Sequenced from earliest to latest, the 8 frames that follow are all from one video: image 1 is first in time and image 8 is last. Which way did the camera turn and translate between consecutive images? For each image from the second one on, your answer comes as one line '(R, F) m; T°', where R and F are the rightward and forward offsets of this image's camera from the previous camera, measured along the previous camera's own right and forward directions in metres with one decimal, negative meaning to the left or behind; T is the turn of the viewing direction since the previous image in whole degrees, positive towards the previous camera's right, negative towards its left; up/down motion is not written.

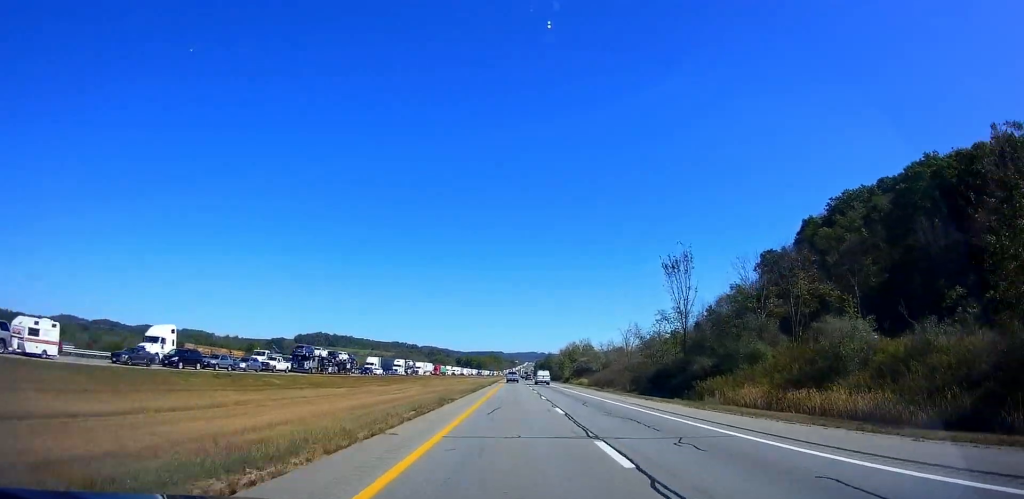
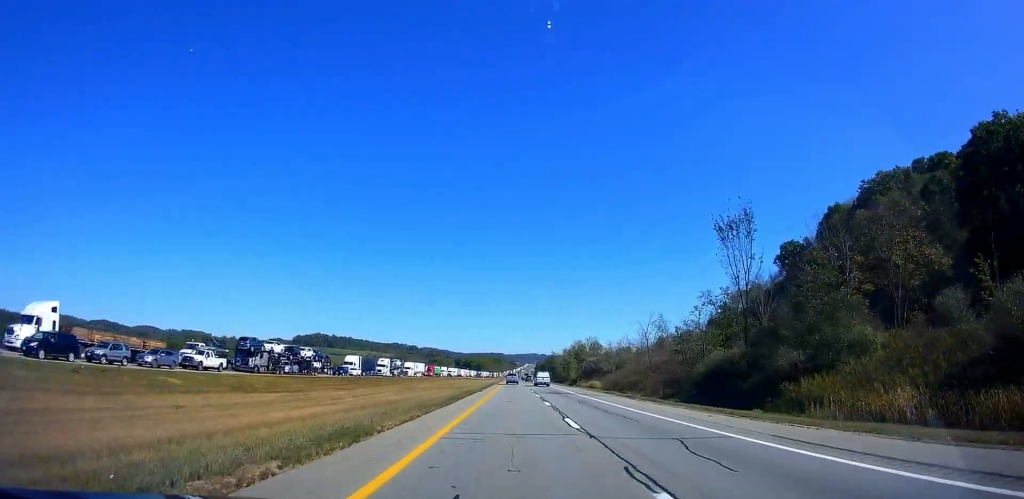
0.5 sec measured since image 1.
(+0.3, +17.2) m; 0°
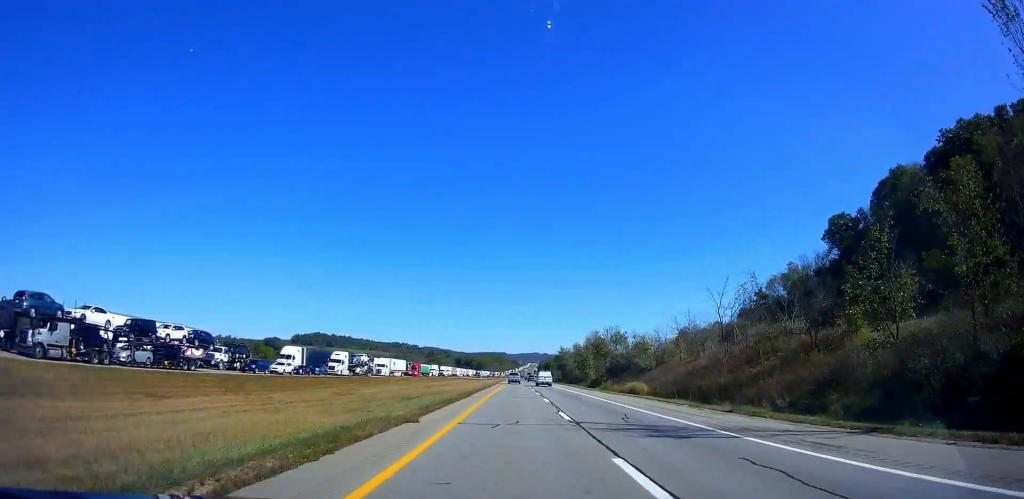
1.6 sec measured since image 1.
(-0.7, +33.4) m; 0°
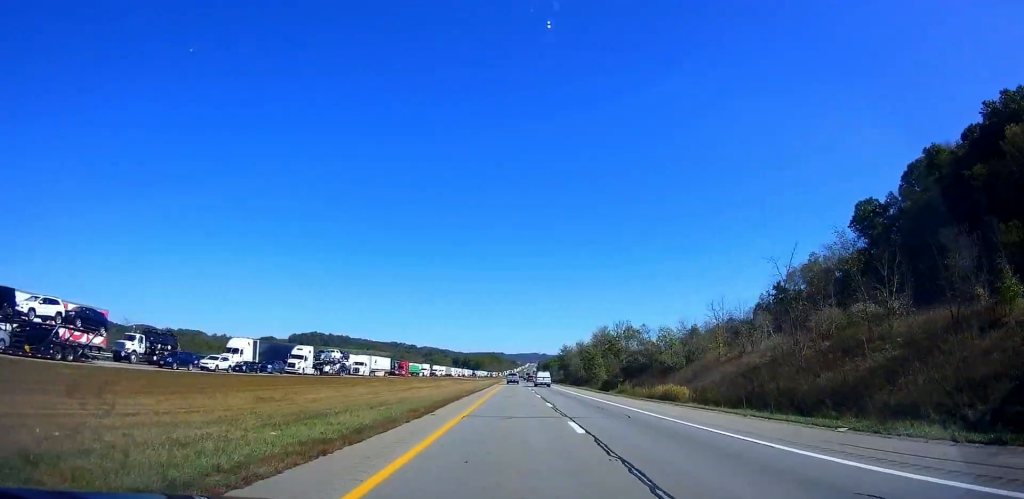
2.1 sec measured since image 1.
(+0.4, +16.1) m; 0°
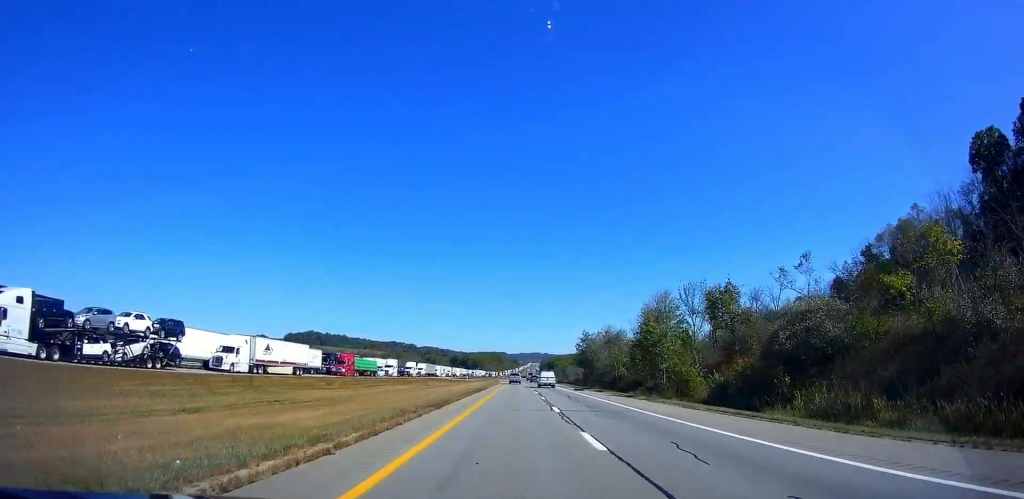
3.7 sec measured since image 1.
(-0.9, +51.5) m; -2°
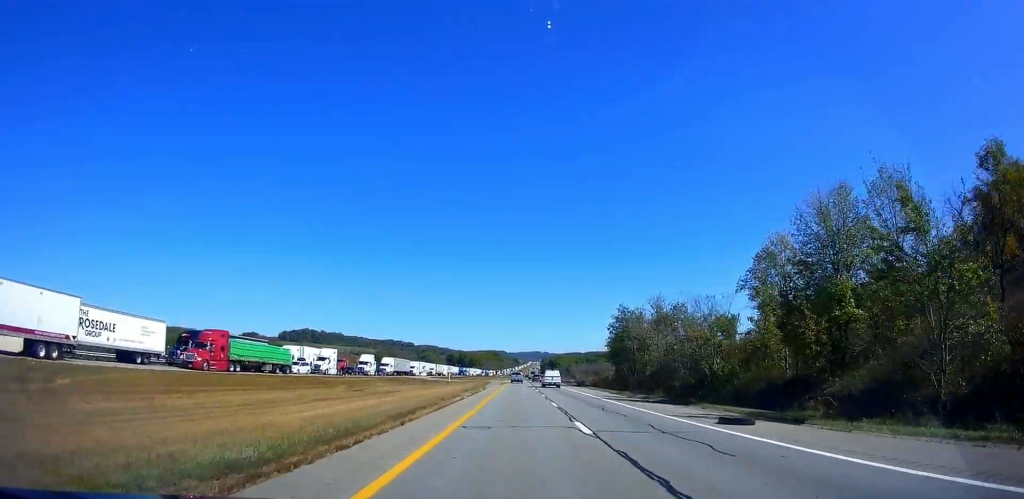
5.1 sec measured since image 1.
(+0.8, +44.2) m; +1°
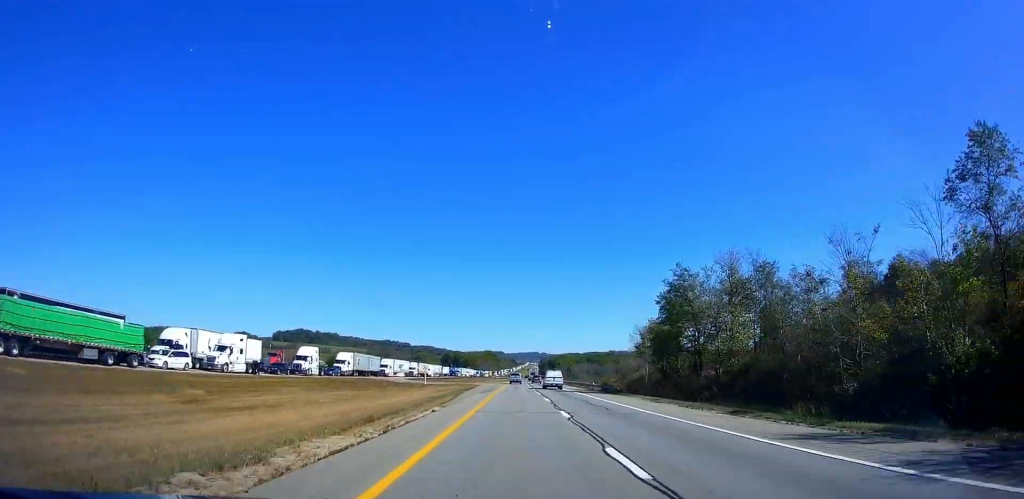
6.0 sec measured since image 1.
(-0.1, +29.2) m; 0°
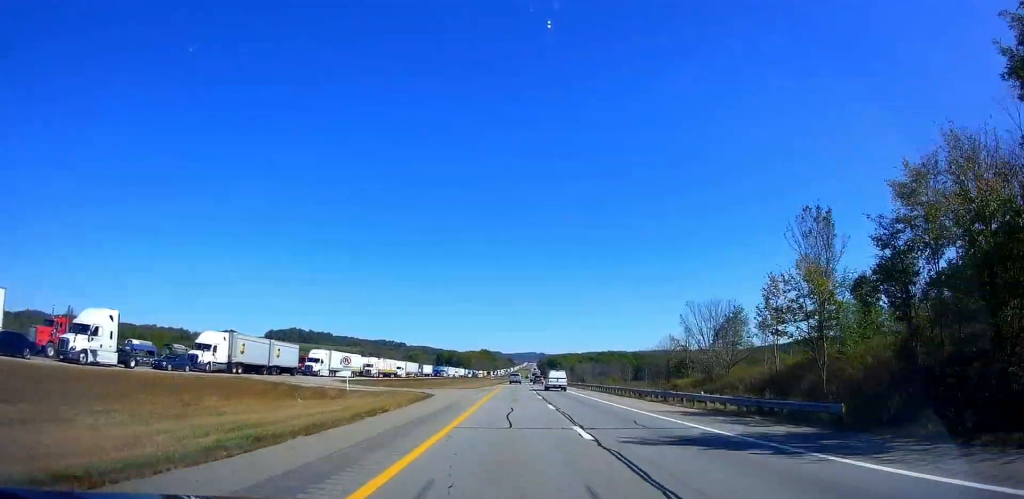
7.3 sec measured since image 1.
(+0.4, +43.3) m; +1°
